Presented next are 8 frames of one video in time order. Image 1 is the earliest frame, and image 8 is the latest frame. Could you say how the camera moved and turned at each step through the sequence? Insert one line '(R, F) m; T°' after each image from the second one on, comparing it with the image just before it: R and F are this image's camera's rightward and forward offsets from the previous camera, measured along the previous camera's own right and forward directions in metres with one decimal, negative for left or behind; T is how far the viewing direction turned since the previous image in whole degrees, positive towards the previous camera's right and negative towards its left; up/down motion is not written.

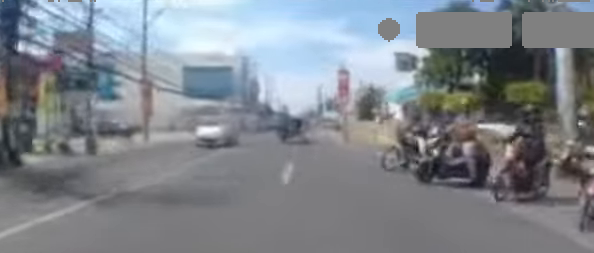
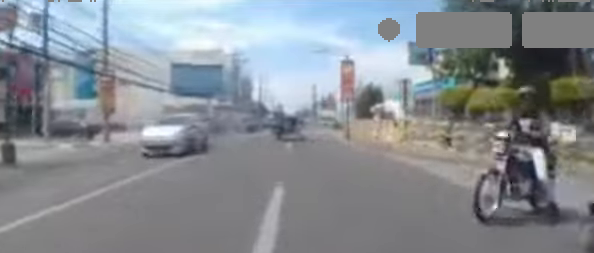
(+0.1, +4.1) m; 0°
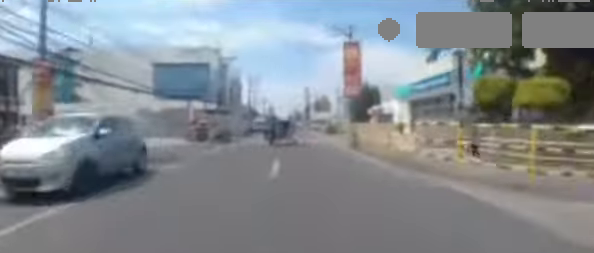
(-0.1, +3.9) m; 0°
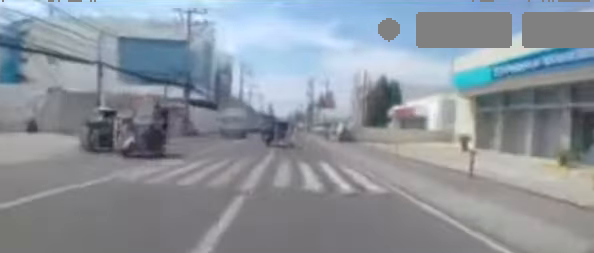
(+0.2, +14.0) m; +2°
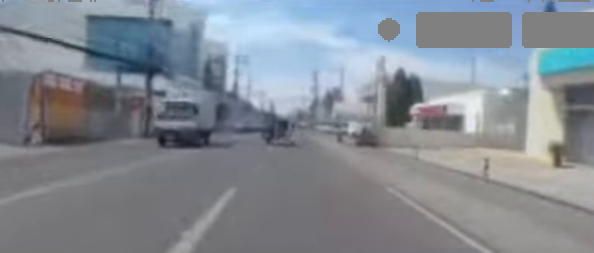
(+0.1, +8.1) m; 0°
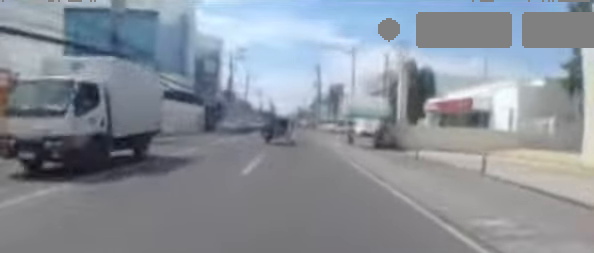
(0.0, +4.6) m; -2°
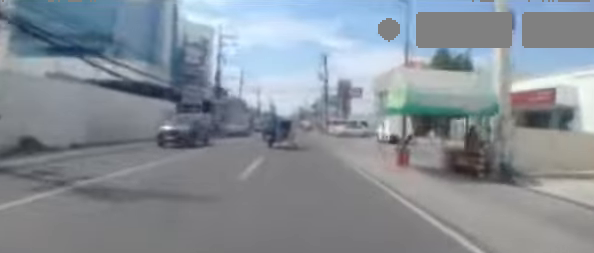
(-0.3, +9.3) m; -3°
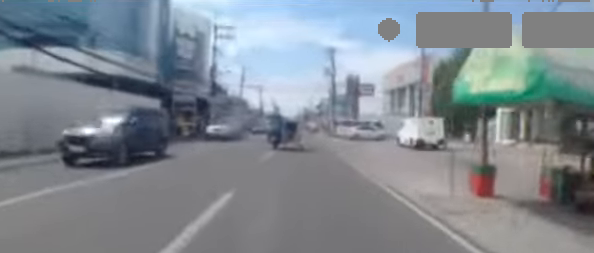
(-0.1, +4.3) m; -1°
